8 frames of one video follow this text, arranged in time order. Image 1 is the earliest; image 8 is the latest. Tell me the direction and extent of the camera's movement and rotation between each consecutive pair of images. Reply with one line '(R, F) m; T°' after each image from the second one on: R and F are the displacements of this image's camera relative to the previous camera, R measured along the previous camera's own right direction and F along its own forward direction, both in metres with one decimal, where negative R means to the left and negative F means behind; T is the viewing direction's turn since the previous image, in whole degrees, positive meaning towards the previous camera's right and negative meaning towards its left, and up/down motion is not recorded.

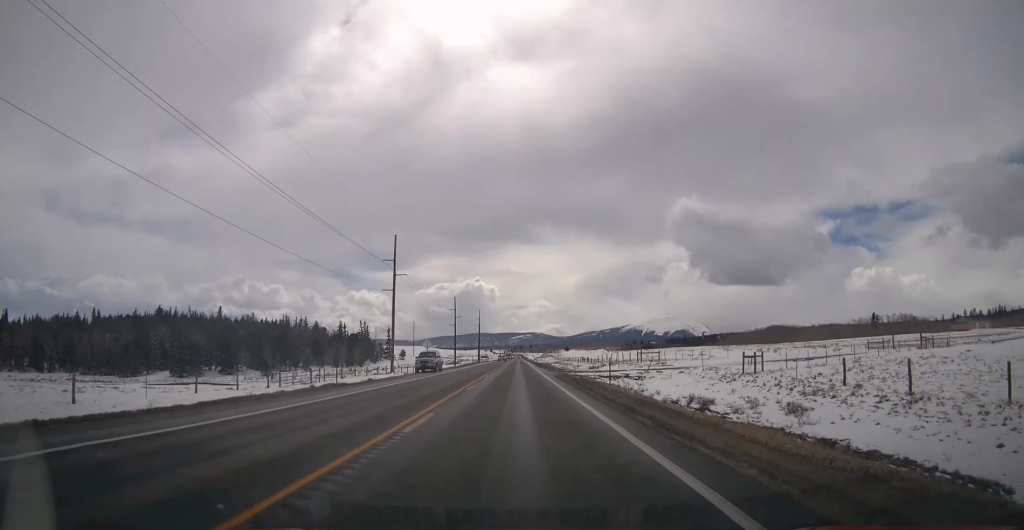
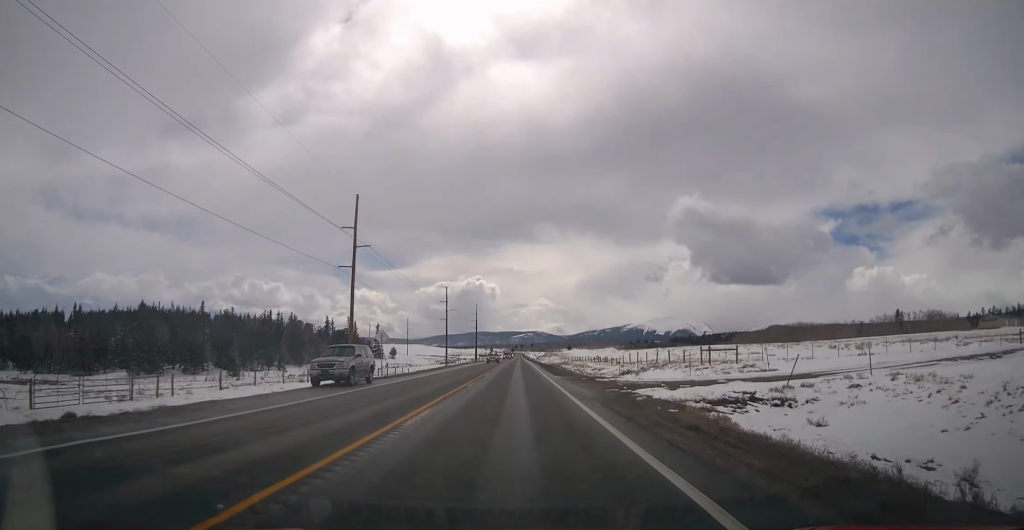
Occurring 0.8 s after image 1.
(-0.2, +22.8) m; 0°
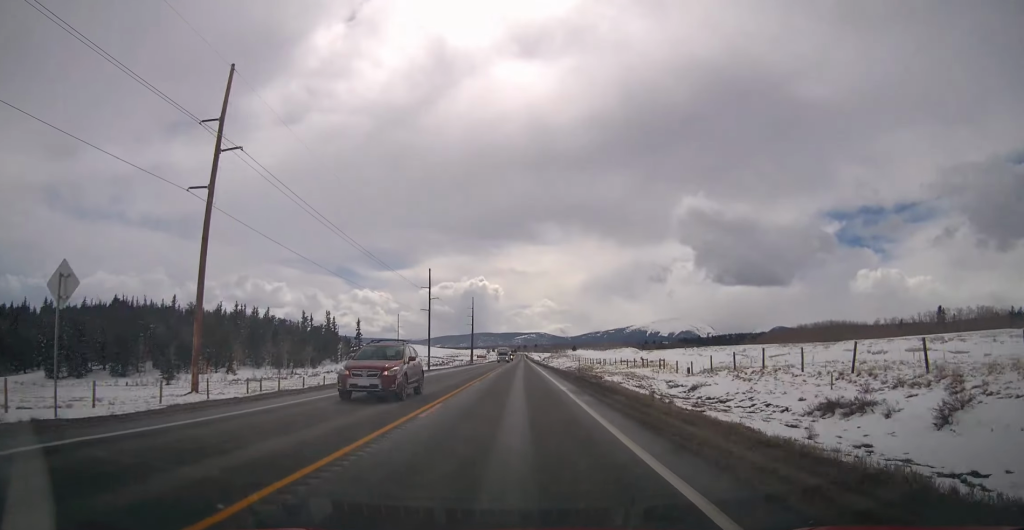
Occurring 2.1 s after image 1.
(+0.4, +35.6) m; +1°
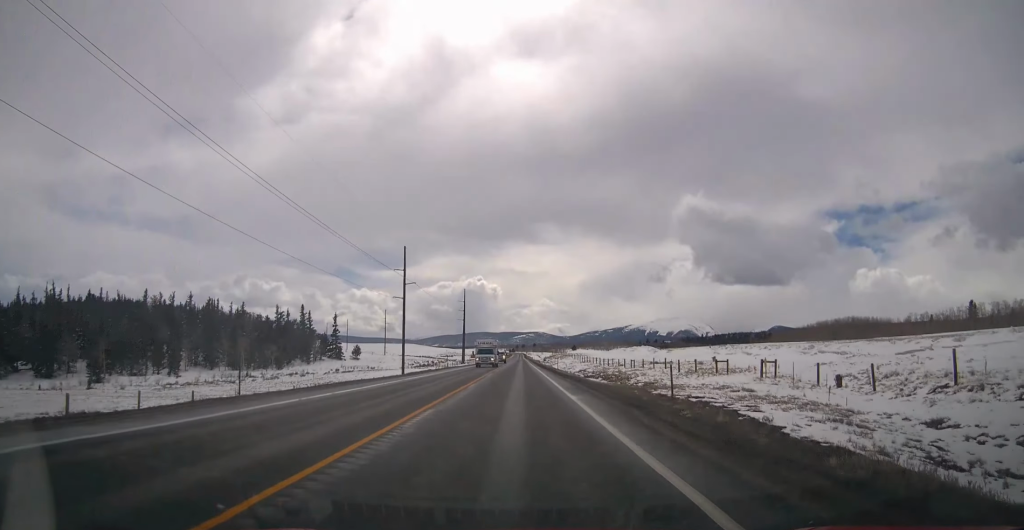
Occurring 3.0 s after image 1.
(0.0, +26.0) m; 0°
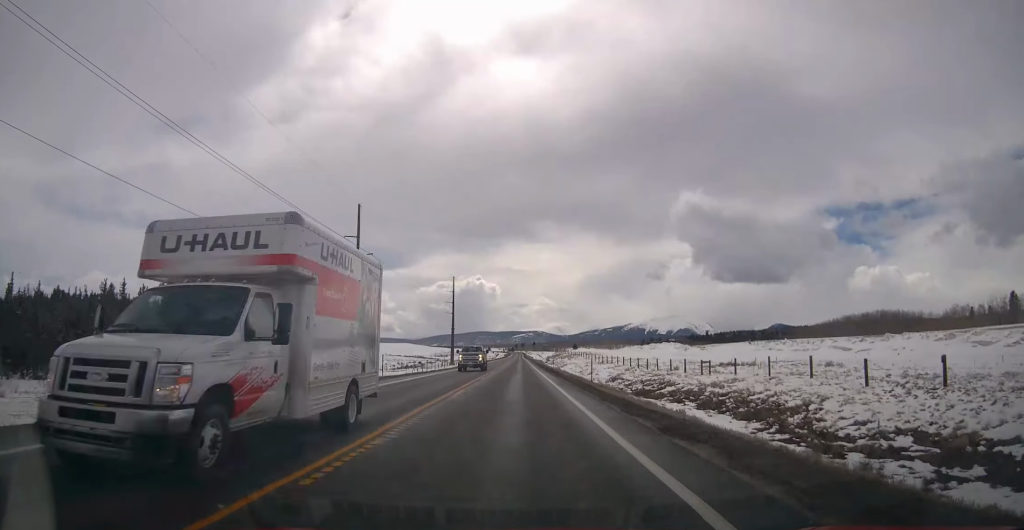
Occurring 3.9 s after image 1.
(-0.2, +28.1) m; -1°
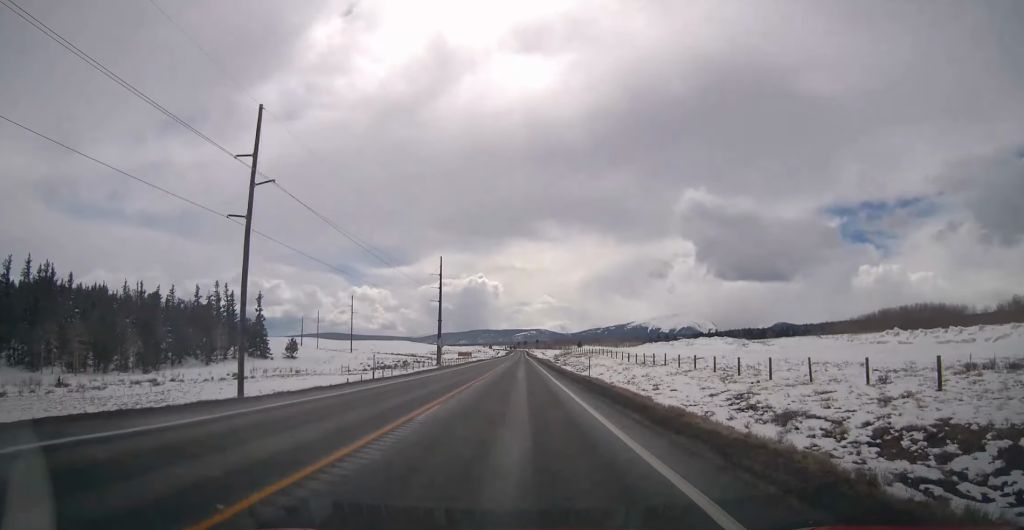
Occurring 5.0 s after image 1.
(-0.2, +30.8) m; 0°
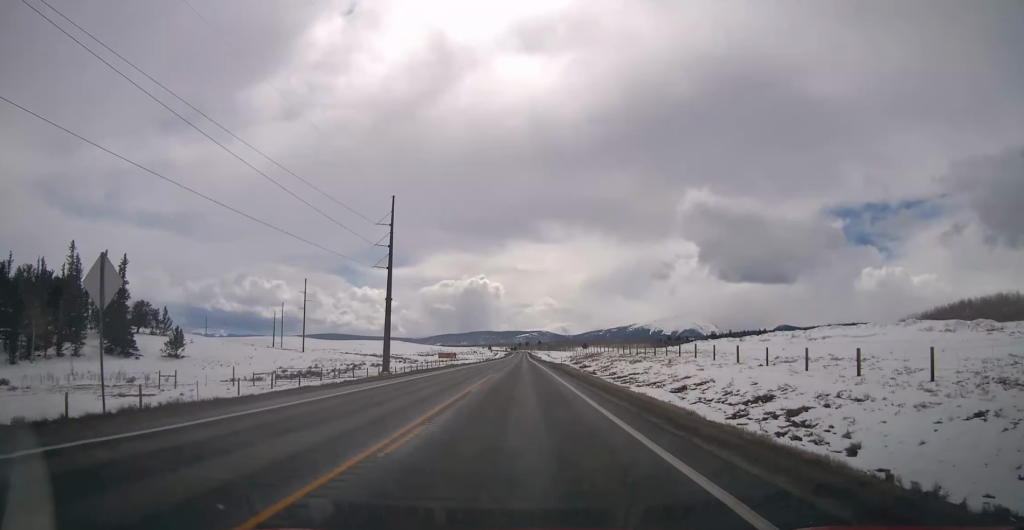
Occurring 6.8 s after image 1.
(+0.4, +52.1) m; 0°
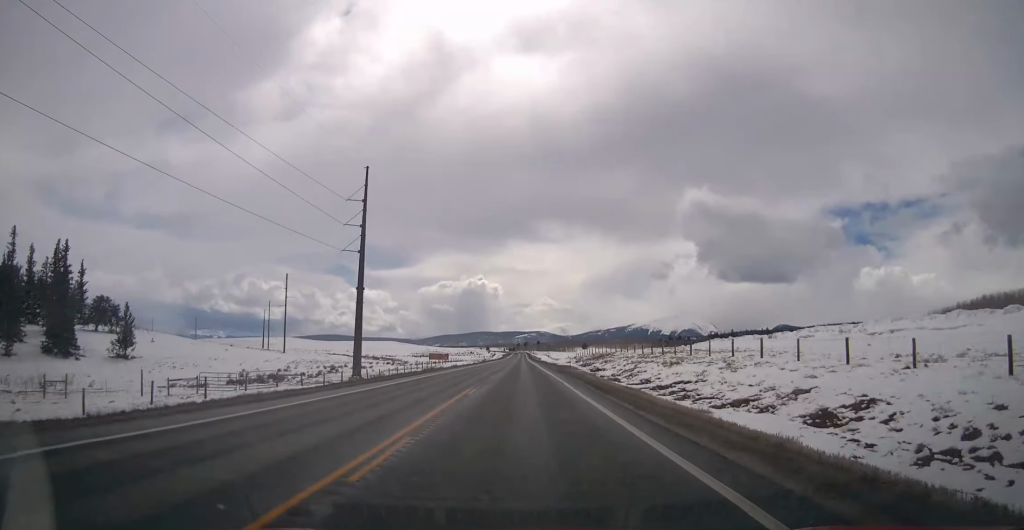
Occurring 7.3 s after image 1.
(0.0, +14.1) m; 0°
